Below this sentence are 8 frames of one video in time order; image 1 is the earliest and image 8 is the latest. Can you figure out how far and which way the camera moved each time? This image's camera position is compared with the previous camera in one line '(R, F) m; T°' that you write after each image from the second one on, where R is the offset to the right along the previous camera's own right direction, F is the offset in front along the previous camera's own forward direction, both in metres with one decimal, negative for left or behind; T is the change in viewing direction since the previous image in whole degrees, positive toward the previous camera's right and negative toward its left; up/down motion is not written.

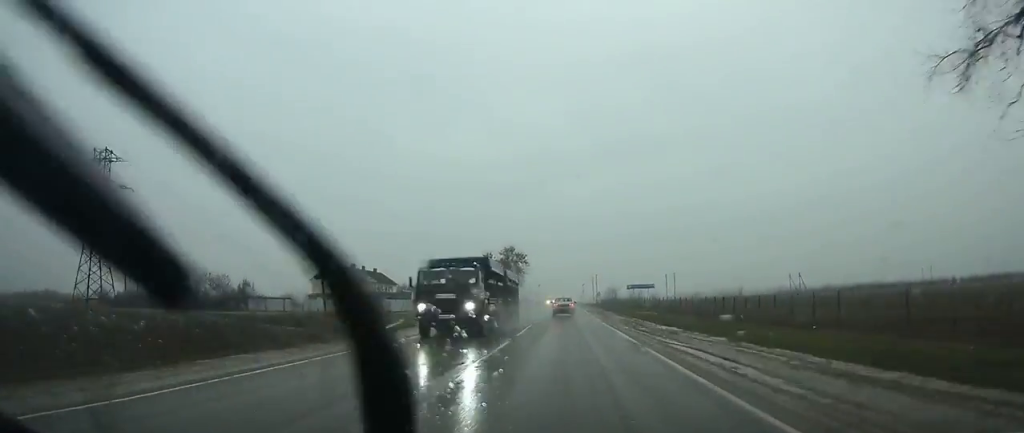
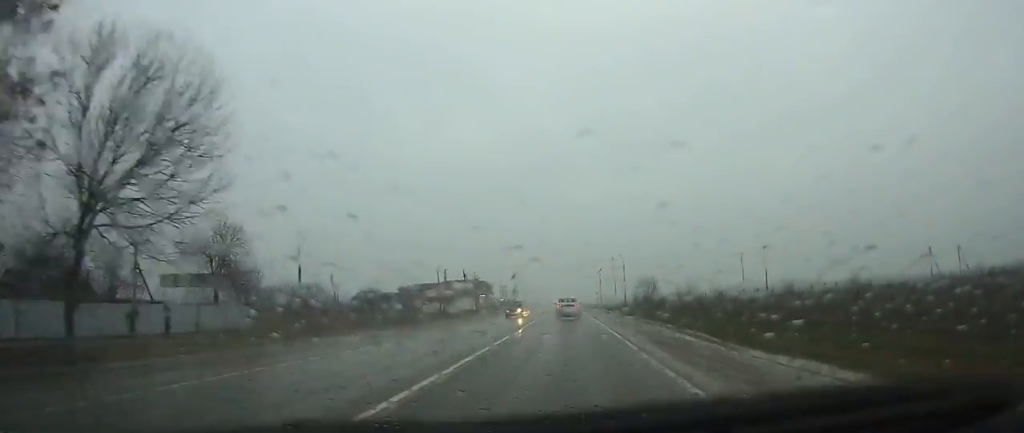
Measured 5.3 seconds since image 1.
(-0.4, +104.3) m; 0°
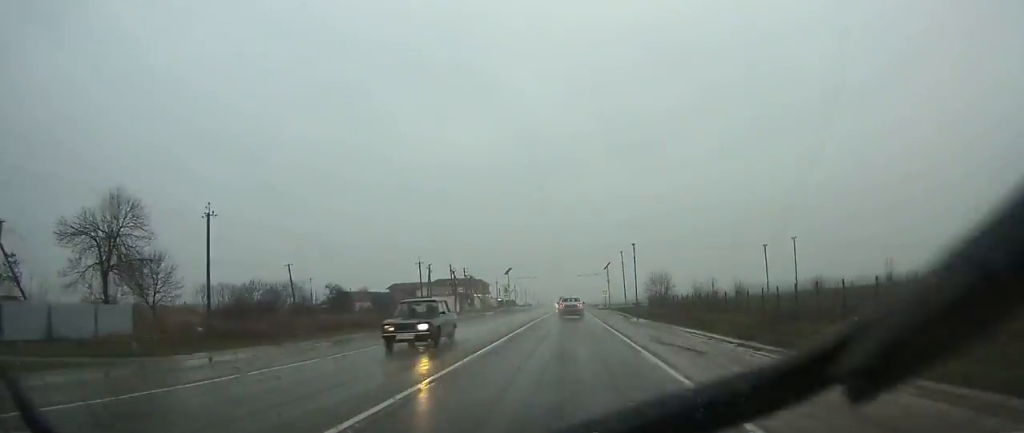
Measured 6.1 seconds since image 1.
(0.0, +15.4) m; 0°
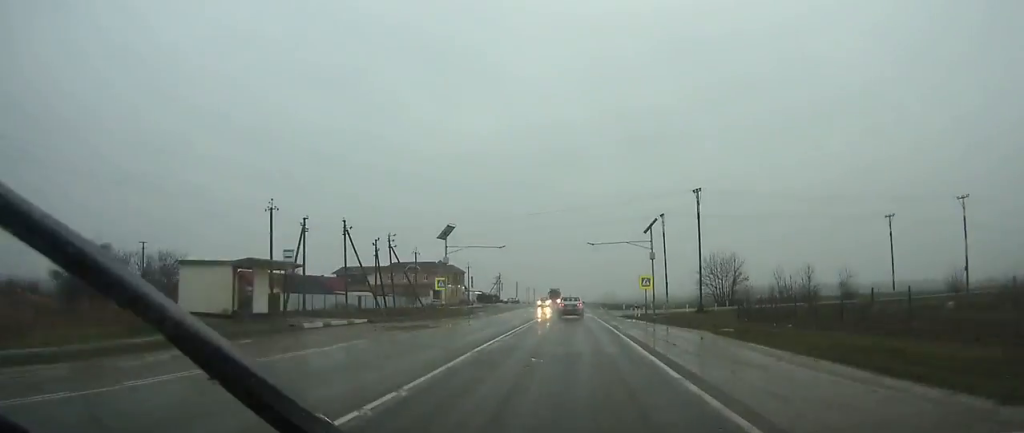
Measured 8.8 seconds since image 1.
(0.0, +50.0) m; 0°
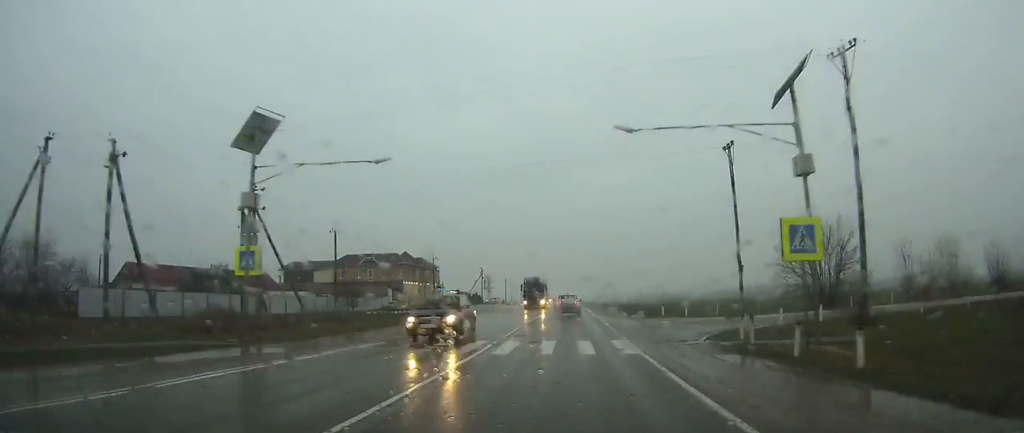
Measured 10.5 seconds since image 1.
(0.0, +30.7) m; 0°
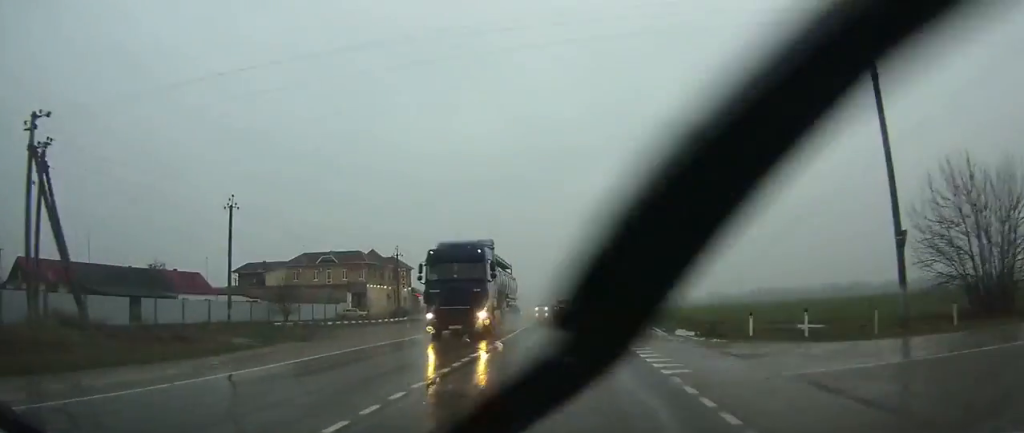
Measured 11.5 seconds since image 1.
(0.0, +19.4) m; 0°
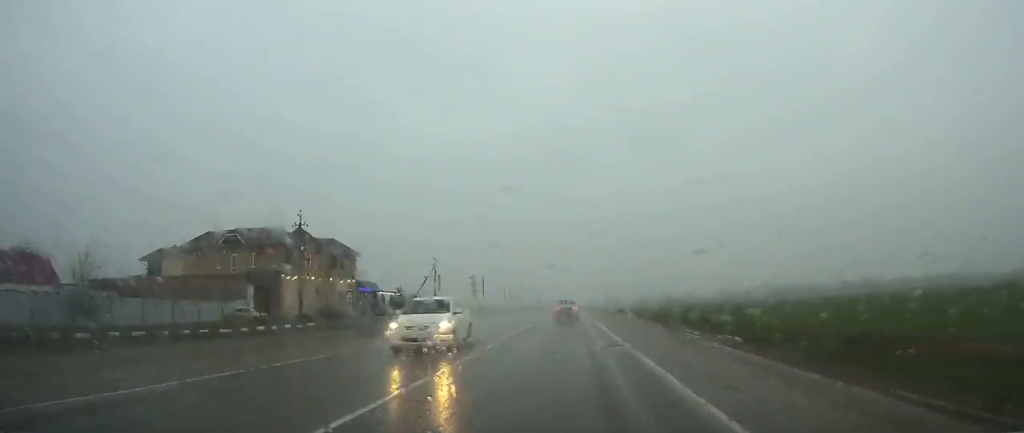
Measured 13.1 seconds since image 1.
(-0.1, +28.9) m; 0°
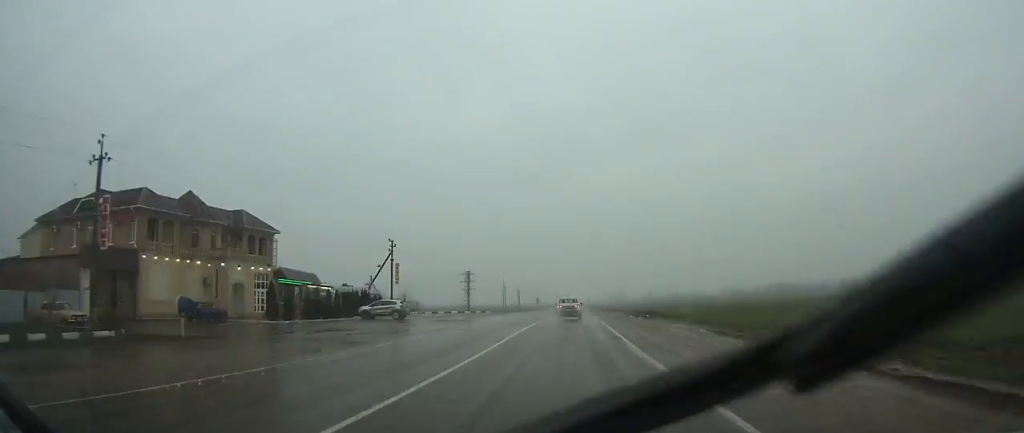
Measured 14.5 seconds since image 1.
(0.0, +23.9) m; 0°
